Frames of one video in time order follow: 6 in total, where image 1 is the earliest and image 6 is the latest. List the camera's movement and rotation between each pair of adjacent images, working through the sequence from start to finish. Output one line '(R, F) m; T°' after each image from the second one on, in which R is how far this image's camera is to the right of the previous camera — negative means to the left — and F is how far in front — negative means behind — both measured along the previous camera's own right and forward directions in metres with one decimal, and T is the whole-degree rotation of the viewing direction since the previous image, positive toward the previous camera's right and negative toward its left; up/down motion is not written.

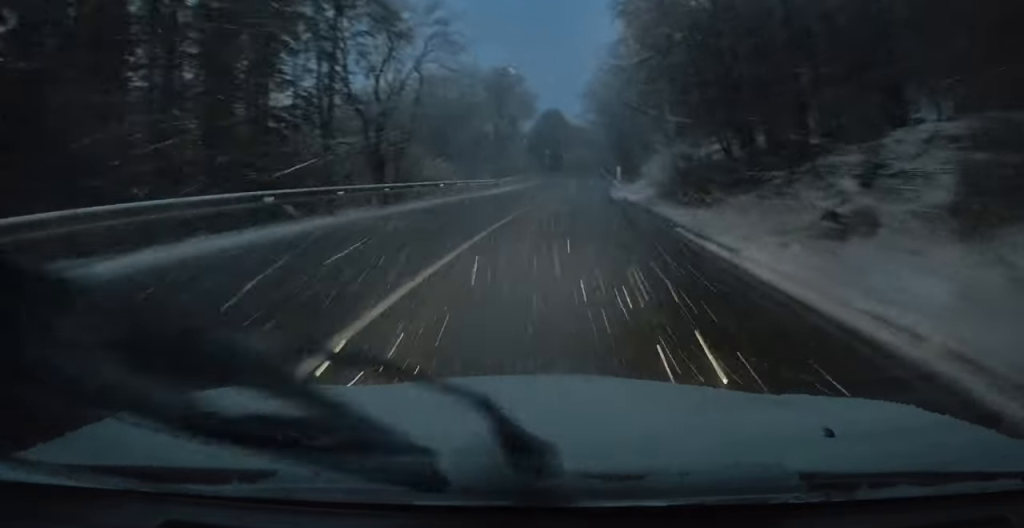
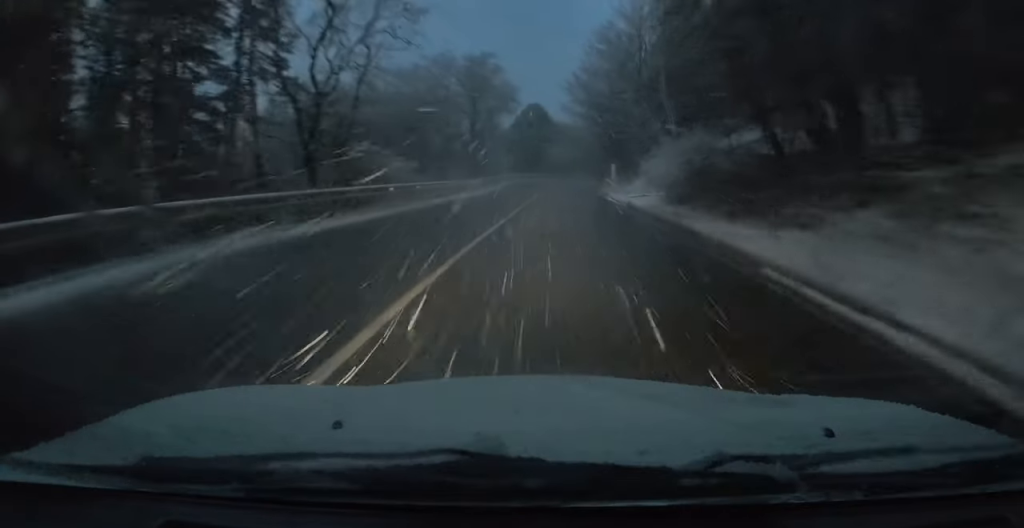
(+0.3, +7.5) m; +3°
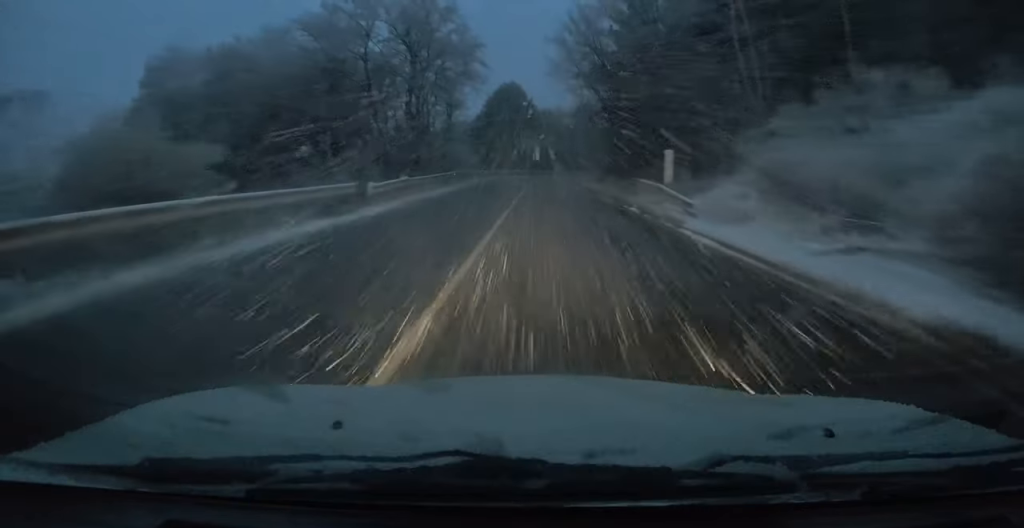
(+1.5, +23.2) m; +6°
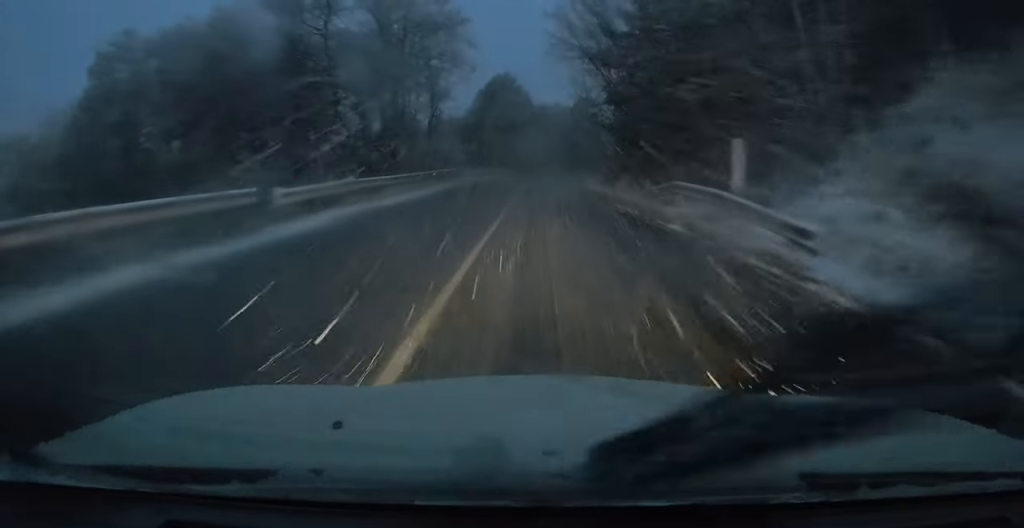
(+0.1, +7.2) m; +1°
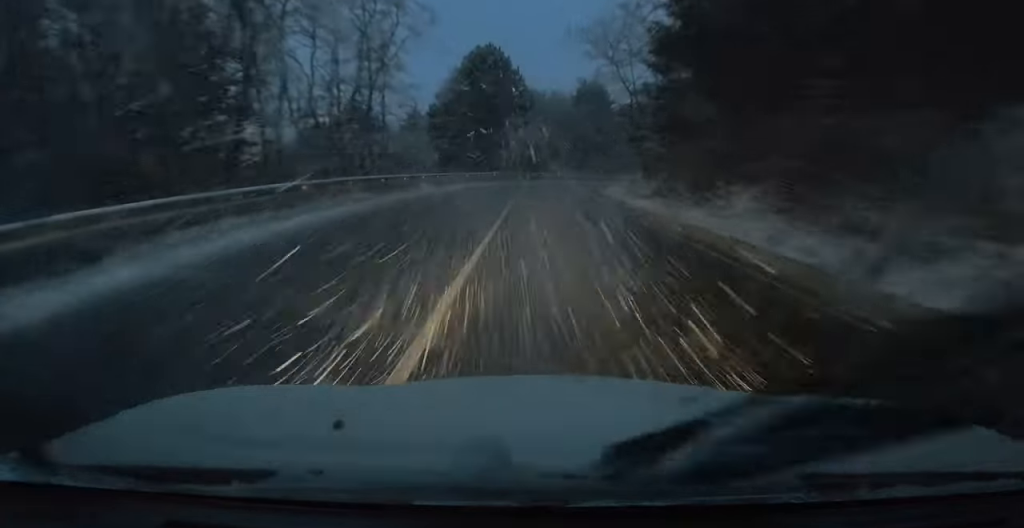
(+0.4, +20.8) m; +4°
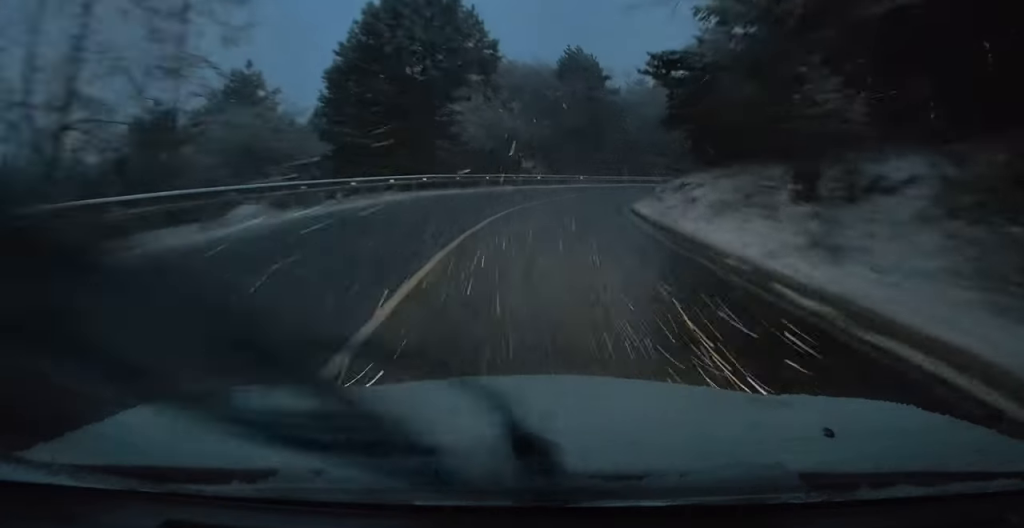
(+1.2, +23.0) m; +4°
